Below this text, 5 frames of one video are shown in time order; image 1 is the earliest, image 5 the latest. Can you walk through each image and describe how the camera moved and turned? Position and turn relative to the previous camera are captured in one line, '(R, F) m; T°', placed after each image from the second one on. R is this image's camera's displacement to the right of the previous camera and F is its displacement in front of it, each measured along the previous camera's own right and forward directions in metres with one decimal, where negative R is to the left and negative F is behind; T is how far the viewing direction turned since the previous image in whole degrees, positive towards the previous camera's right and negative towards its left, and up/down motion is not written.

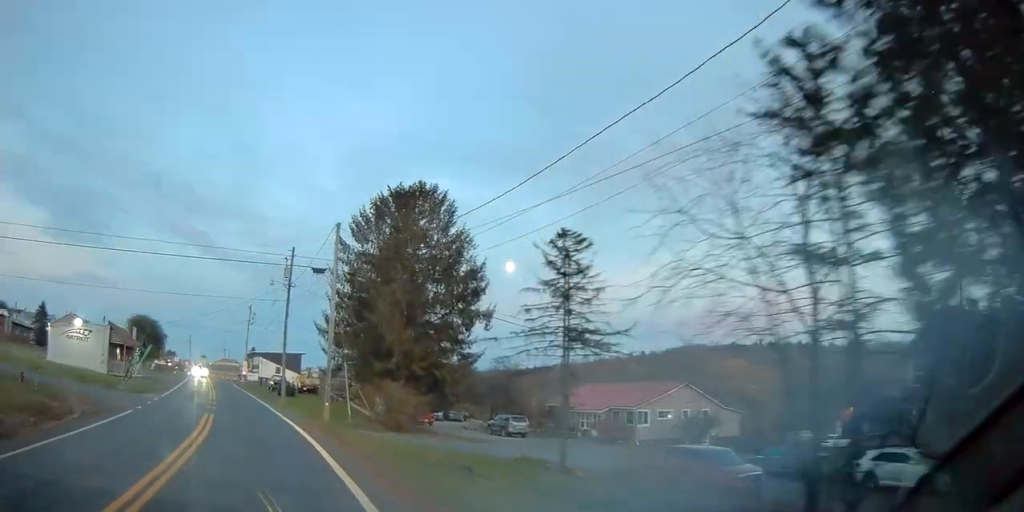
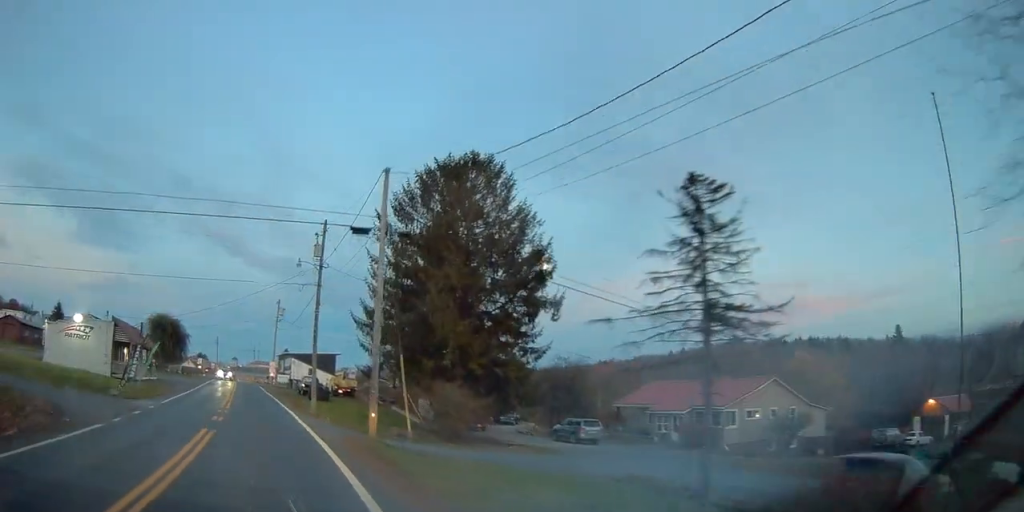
(-0.2, +7.4) m; -3°
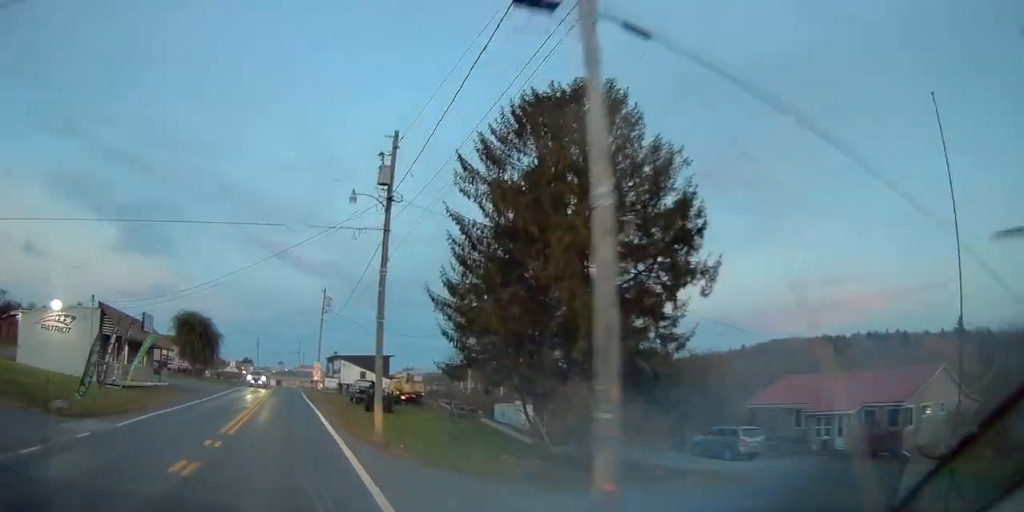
(-0.6, +12.5) m; -6°
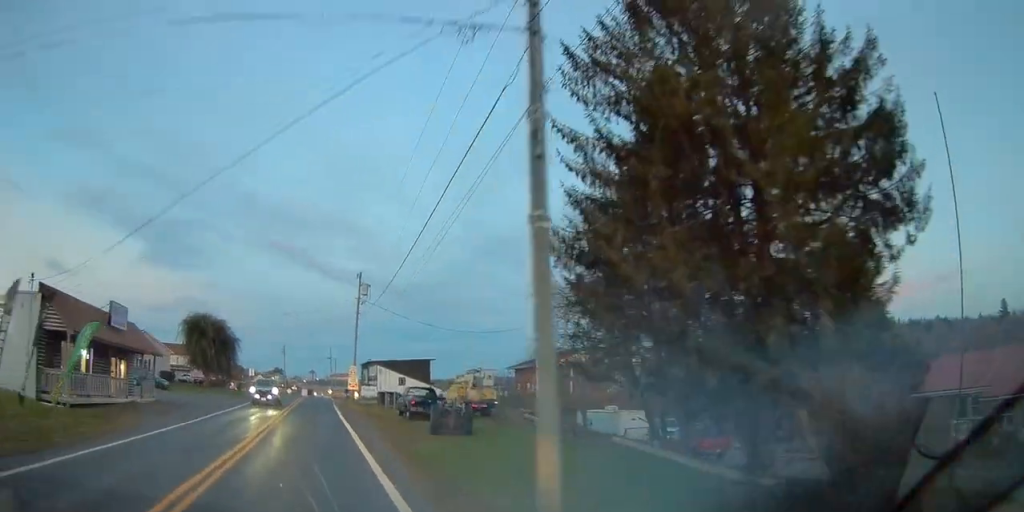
(-0.7, +12.2) m; -4°
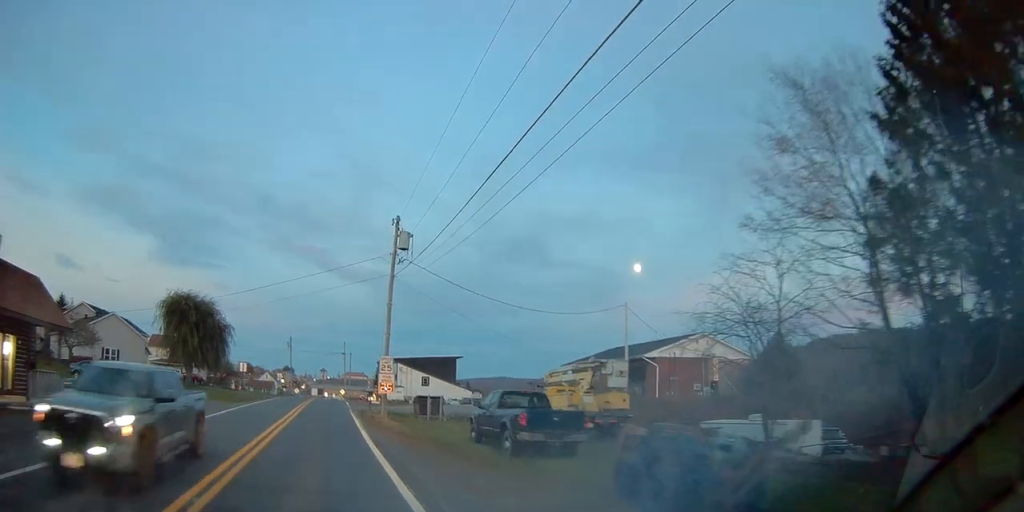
(-0.1, +15.5) m; -1°
